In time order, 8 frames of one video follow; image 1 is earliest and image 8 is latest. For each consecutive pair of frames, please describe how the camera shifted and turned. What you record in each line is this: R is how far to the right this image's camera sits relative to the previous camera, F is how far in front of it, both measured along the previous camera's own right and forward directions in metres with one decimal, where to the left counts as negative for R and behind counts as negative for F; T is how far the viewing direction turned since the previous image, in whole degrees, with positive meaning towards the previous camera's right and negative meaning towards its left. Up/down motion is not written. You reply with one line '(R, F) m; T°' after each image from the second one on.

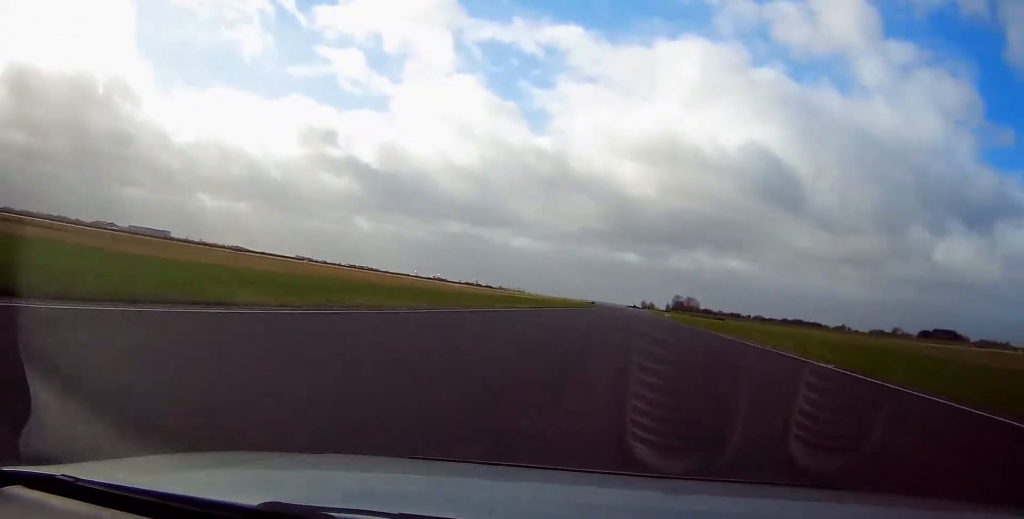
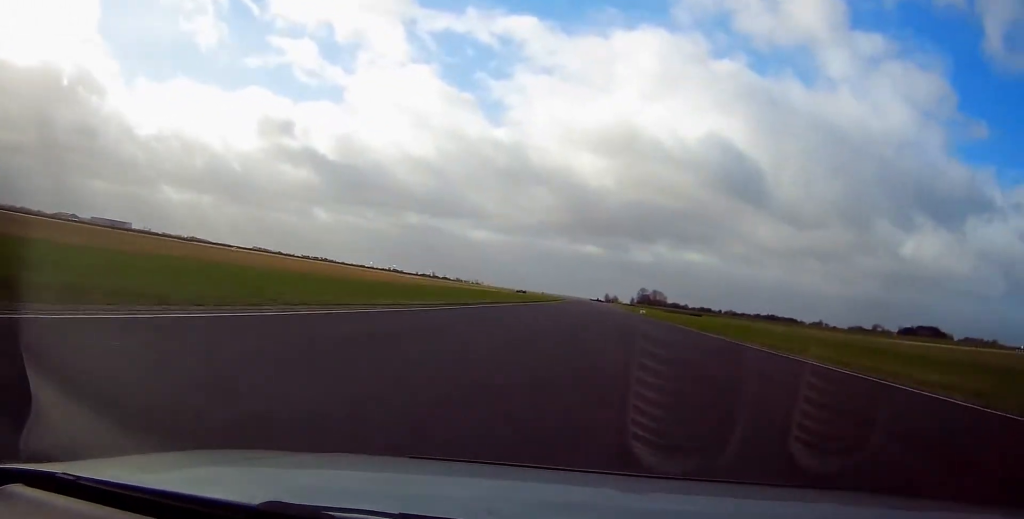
(+1.5, +23.7) m; +4°
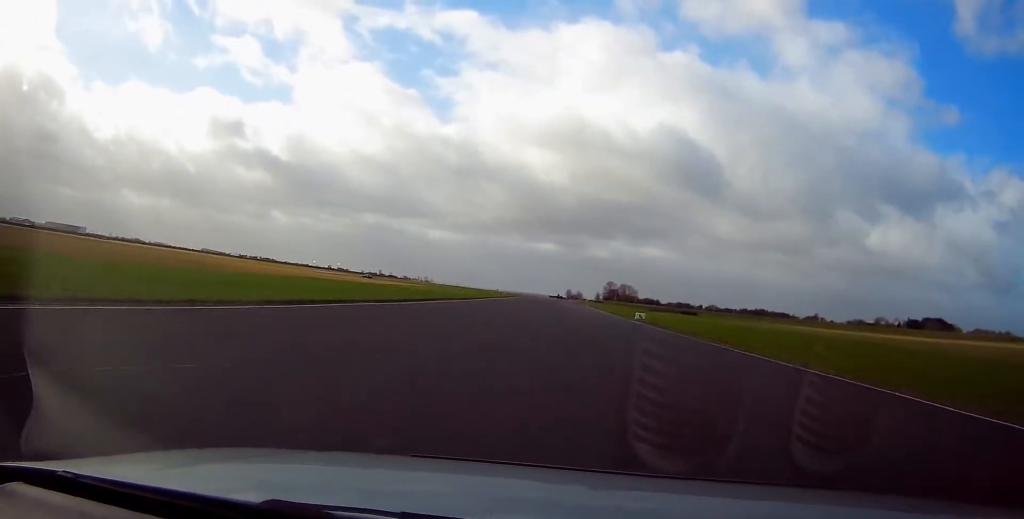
(+3.5, +55.9) m; +4°
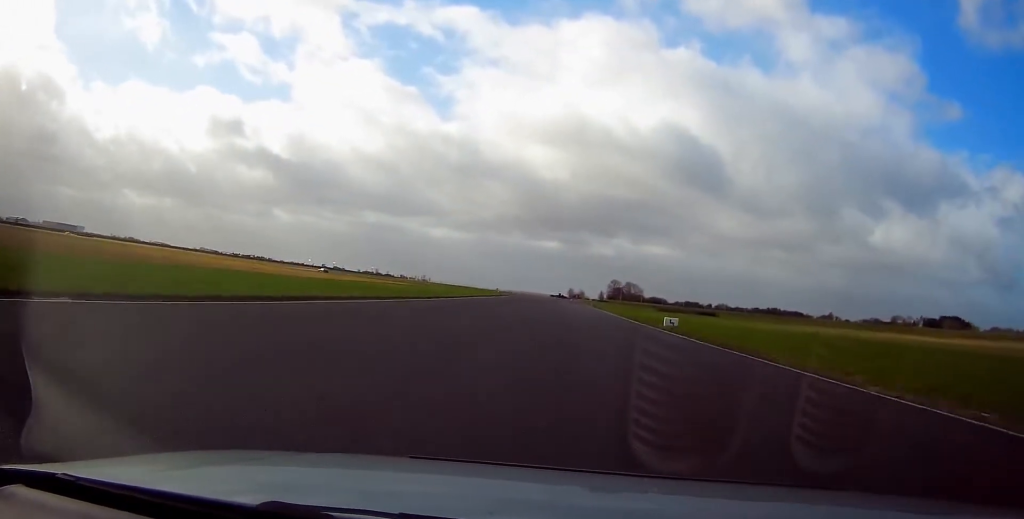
(+0.2, +19.8) m; 0°
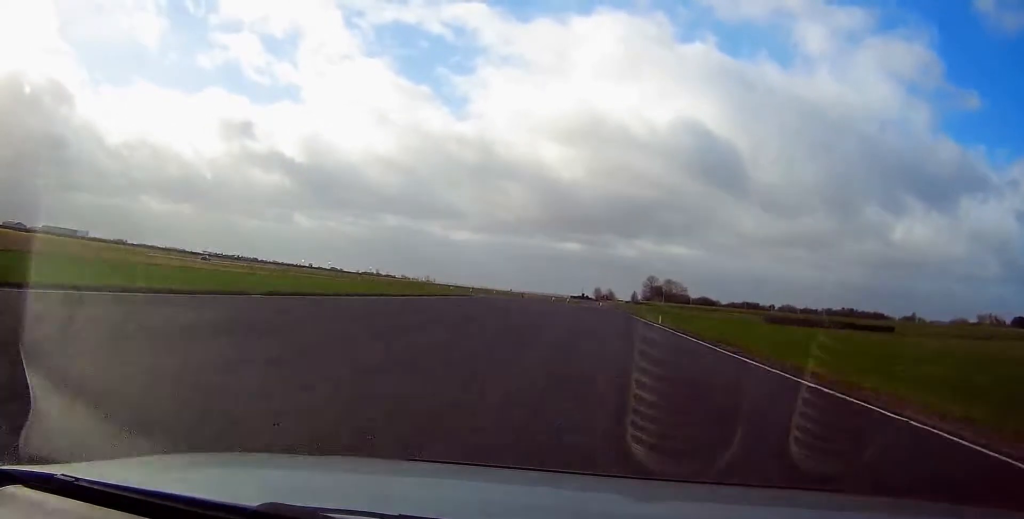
(-1.4, +74.3) m; -2°
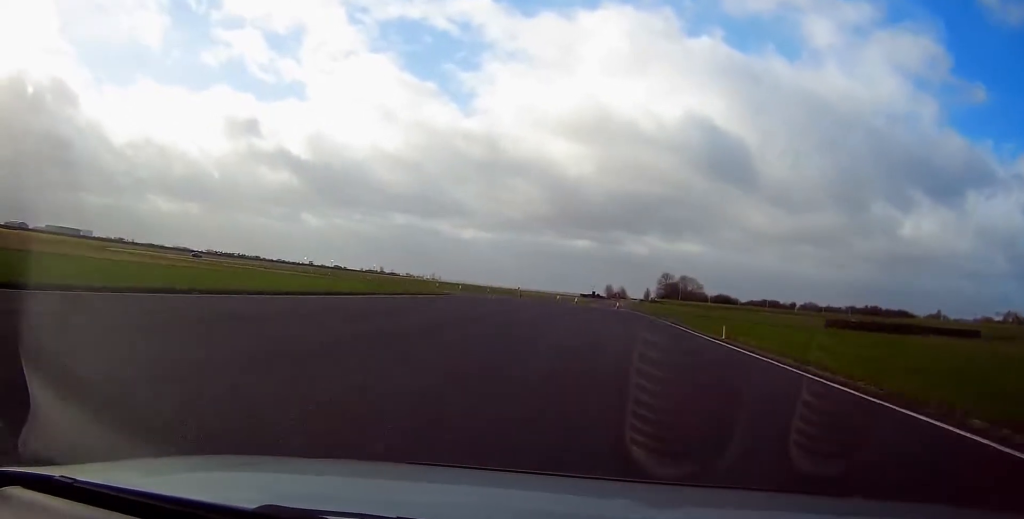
(-0.1, +15.9) m; -1°
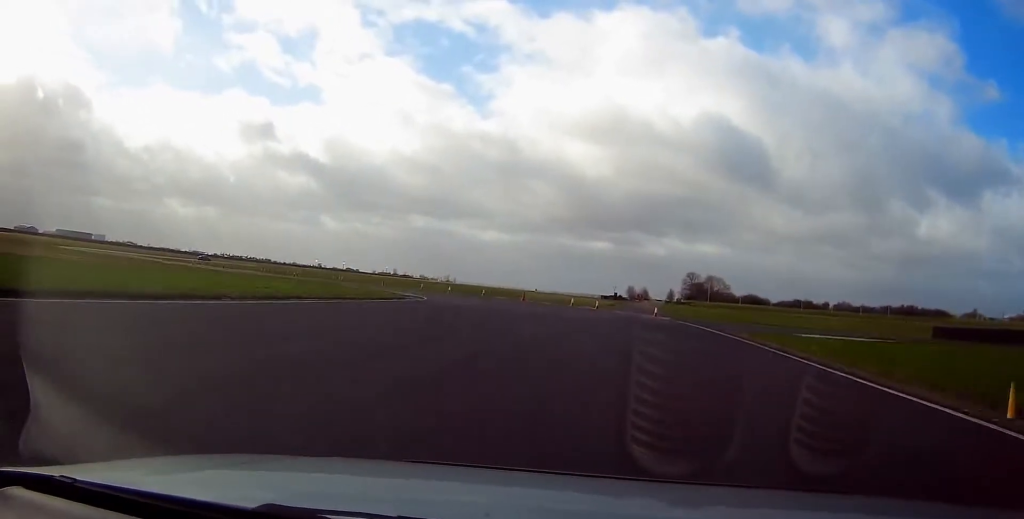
(+0.2, +17.7) m; -3°
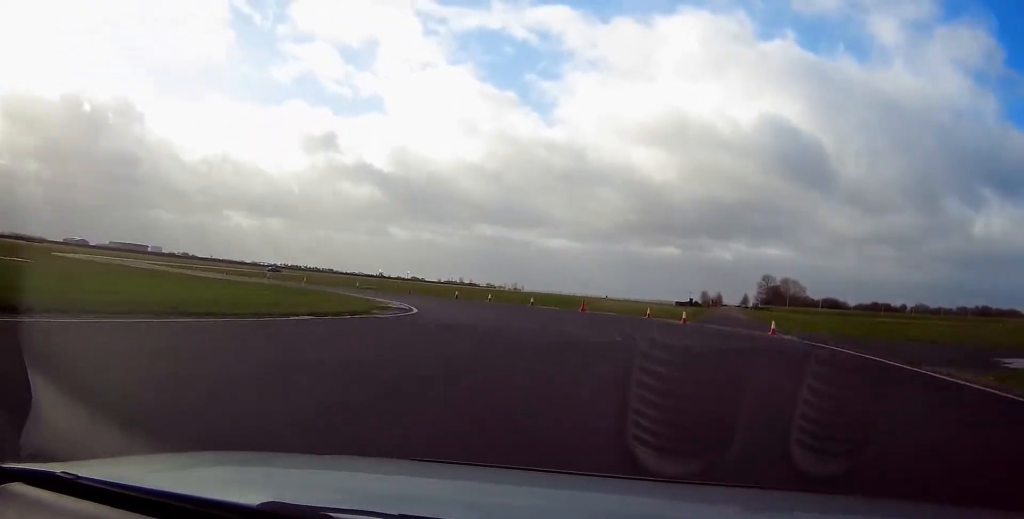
(-0.4, +14.4) m; -5°
